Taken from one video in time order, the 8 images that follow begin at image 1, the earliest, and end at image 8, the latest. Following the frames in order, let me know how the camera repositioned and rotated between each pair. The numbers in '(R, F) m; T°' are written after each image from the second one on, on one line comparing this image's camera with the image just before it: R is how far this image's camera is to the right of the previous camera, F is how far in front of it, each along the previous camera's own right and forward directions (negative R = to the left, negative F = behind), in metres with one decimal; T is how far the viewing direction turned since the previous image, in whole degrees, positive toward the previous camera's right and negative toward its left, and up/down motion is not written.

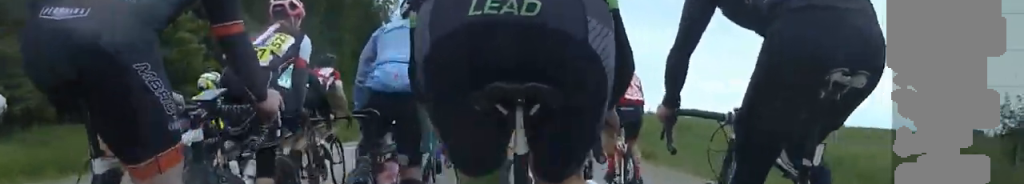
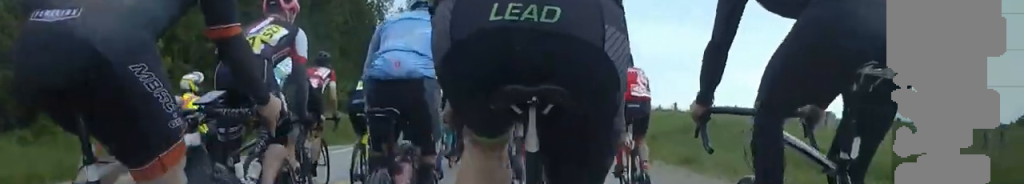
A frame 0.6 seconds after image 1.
(-0.4, +3.9) m; 0°
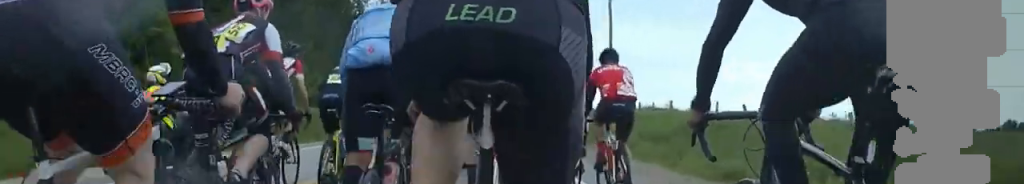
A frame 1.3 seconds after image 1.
(+0.6, +3.9) m; 0°
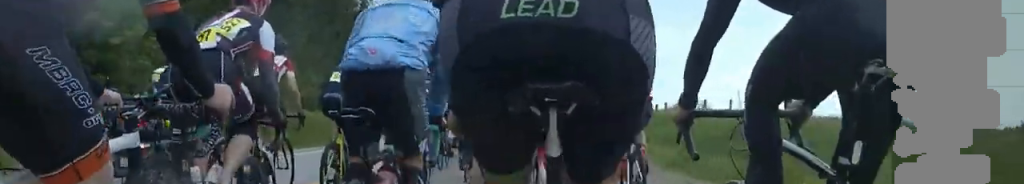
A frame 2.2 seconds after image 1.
(-0.4, +5.3) m; -3°
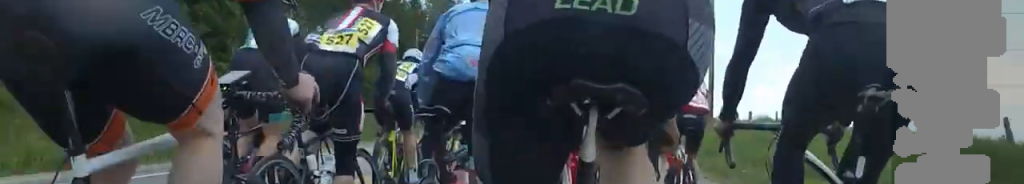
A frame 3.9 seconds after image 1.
(-0.1, +9.3) m; -1°
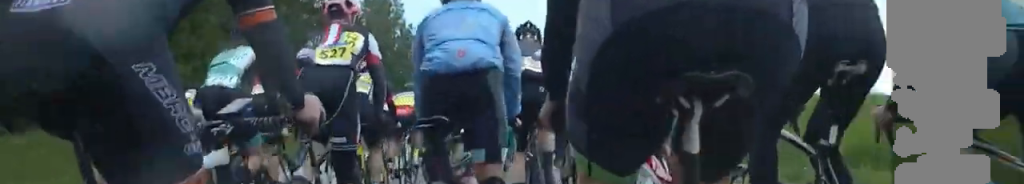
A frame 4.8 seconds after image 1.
(-0.1, +4.6) m; 0°
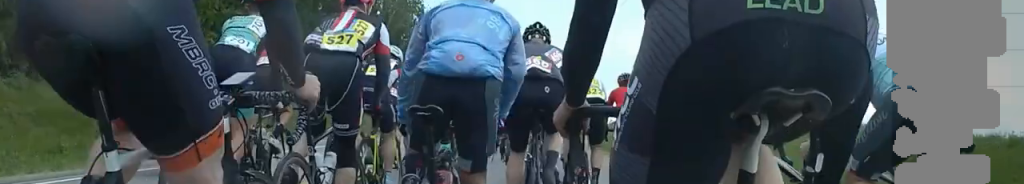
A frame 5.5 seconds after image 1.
(+0.3, +3.1) m; +1°
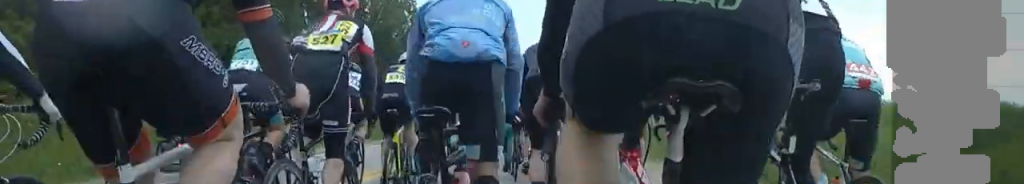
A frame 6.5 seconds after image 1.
(-0.4, +5.6) m; +2°
